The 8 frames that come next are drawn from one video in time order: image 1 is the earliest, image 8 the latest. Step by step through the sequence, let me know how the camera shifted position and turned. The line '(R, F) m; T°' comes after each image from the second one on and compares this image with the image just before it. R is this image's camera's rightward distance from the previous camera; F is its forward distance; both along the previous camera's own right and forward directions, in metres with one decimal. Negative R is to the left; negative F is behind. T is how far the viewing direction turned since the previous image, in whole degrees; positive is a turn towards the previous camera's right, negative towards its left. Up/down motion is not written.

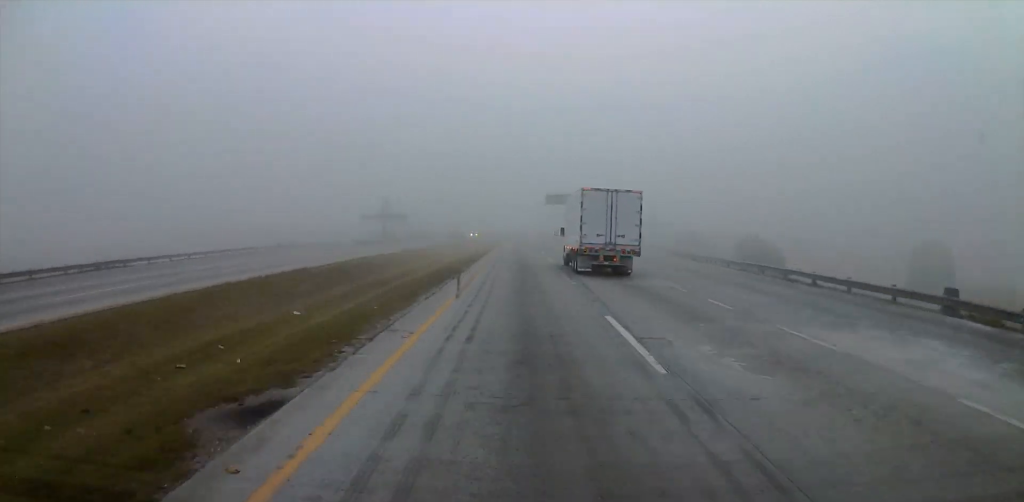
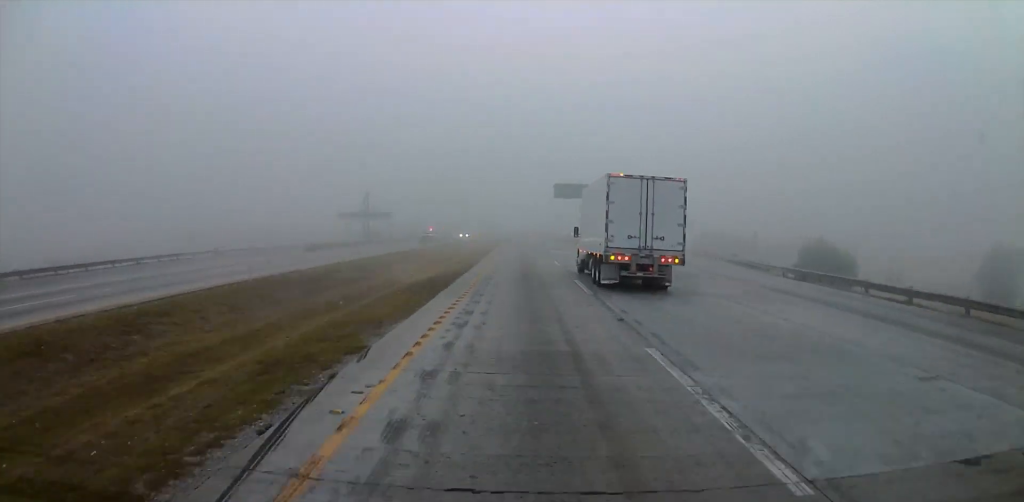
(-0.1, +17.8) m; +1°
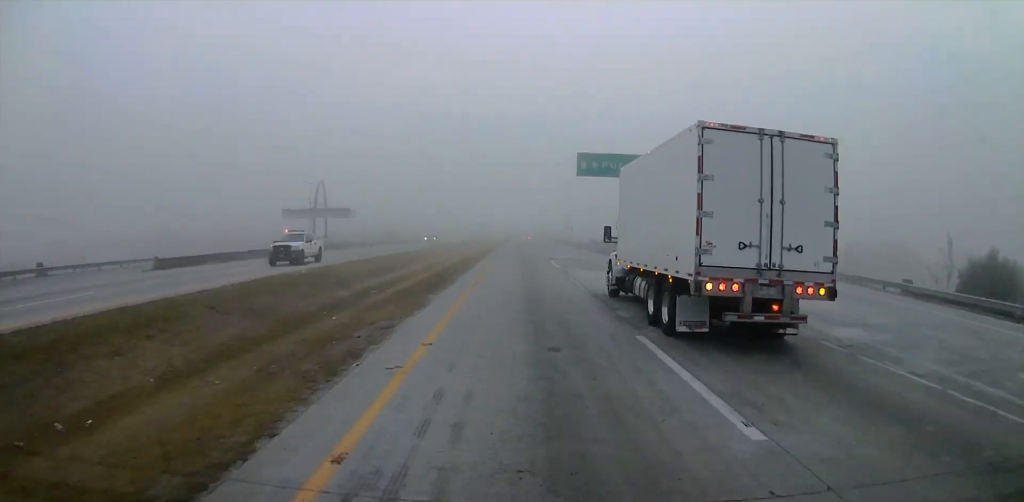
(+0.3, +27.7) m; +2°
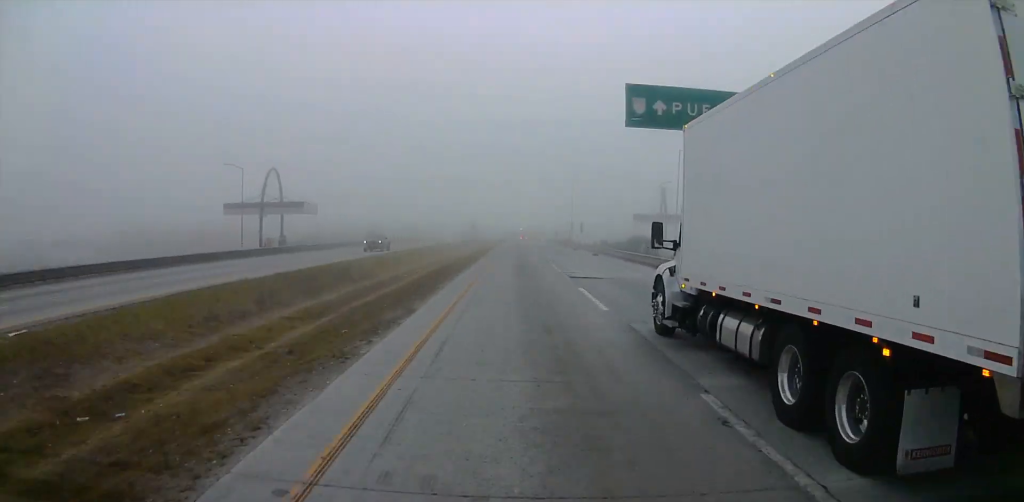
(+0.3, +19.5) m; +1°
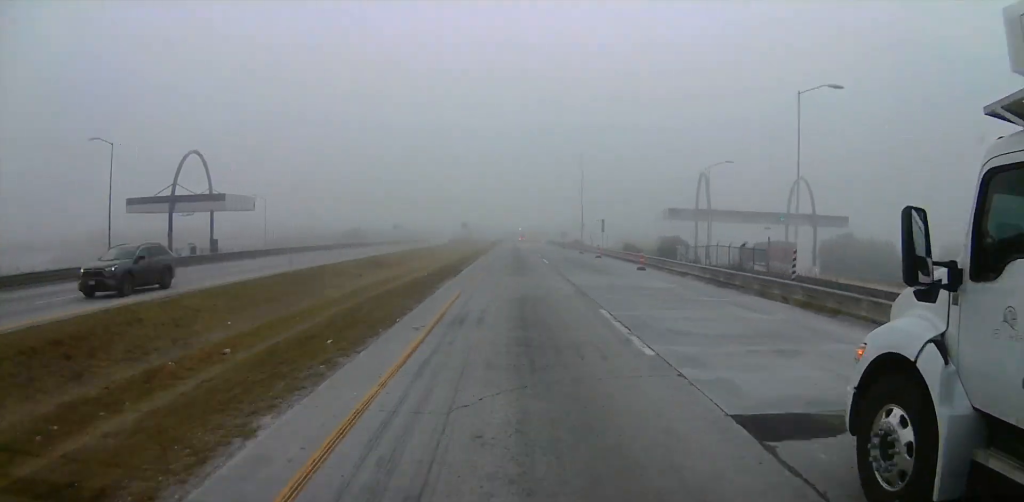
(0.0, +21.6) m; 0°
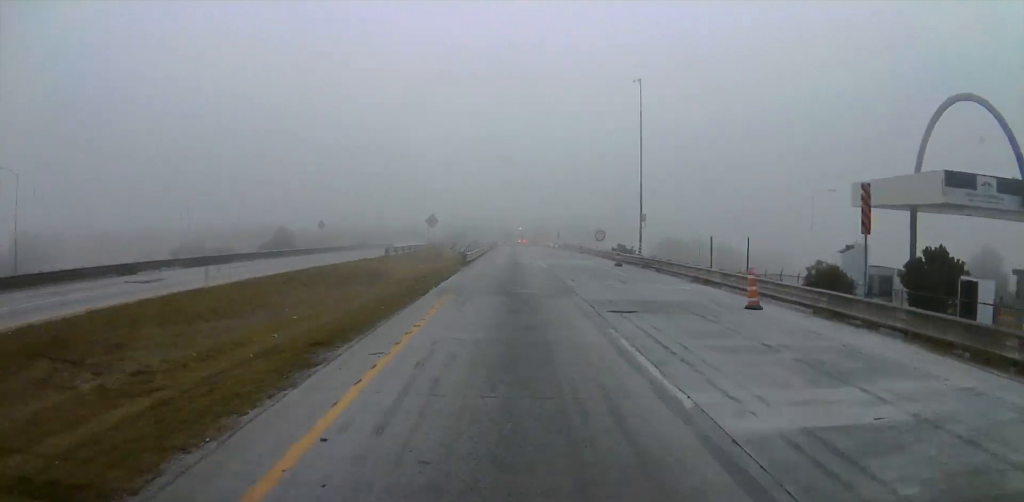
(+0.1, +47.1) m; 0°
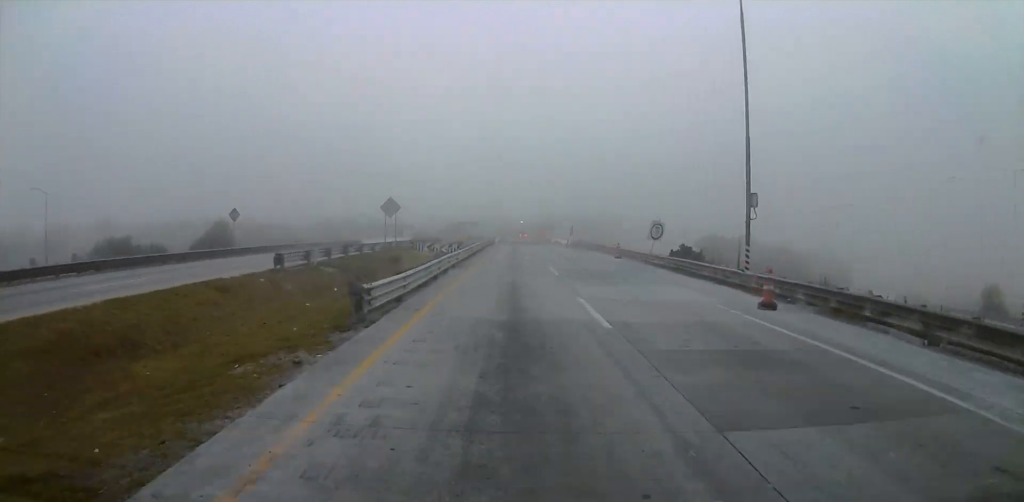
(+0.1, +25.8) m; 0°
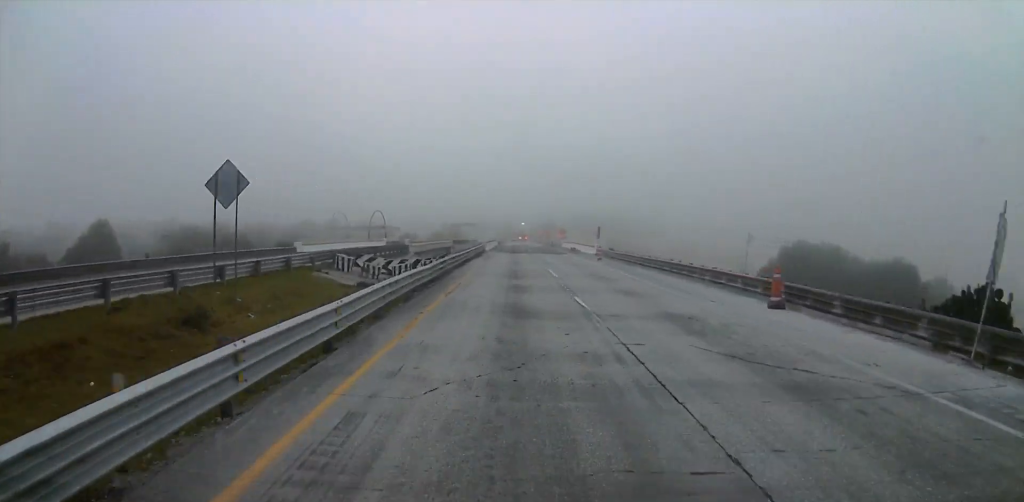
(0.0, +30.6) m; 0°
